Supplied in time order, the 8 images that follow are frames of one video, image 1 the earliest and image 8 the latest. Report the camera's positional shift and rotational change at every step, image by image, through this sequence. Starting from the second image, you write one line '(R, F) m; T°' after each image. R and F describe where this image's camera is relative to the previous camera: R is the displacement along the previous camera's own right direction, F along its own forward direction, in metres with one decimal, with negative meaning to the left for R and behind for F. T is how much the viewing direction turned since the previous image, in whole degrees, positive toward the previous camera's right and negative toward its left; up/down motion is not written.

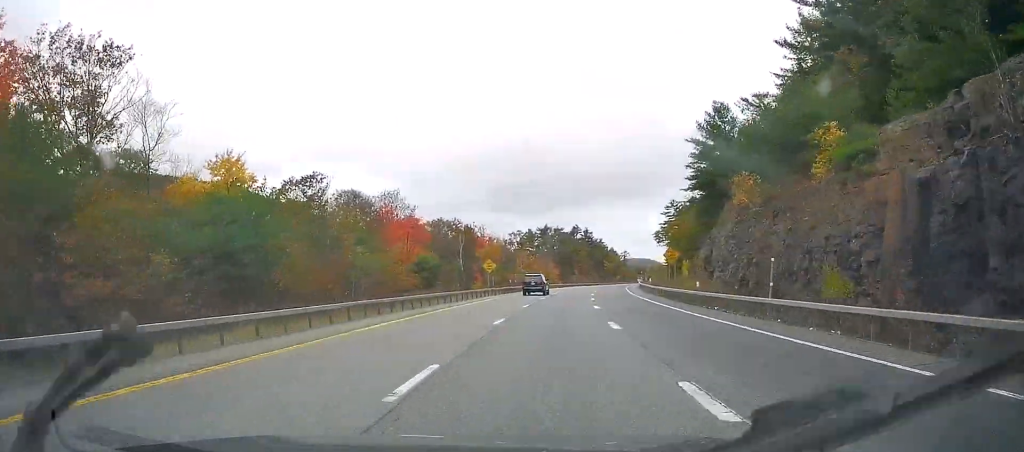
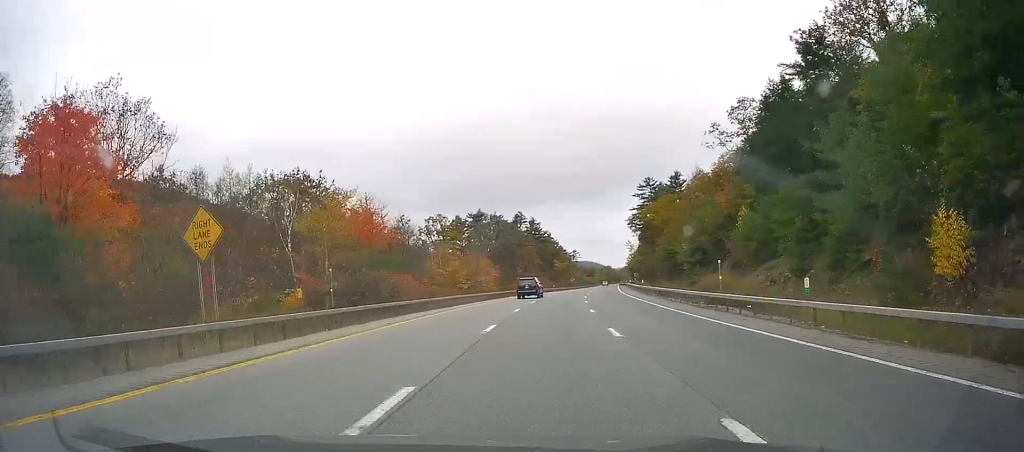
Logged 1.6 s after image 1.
(+3.1, +50.5) m; +7°
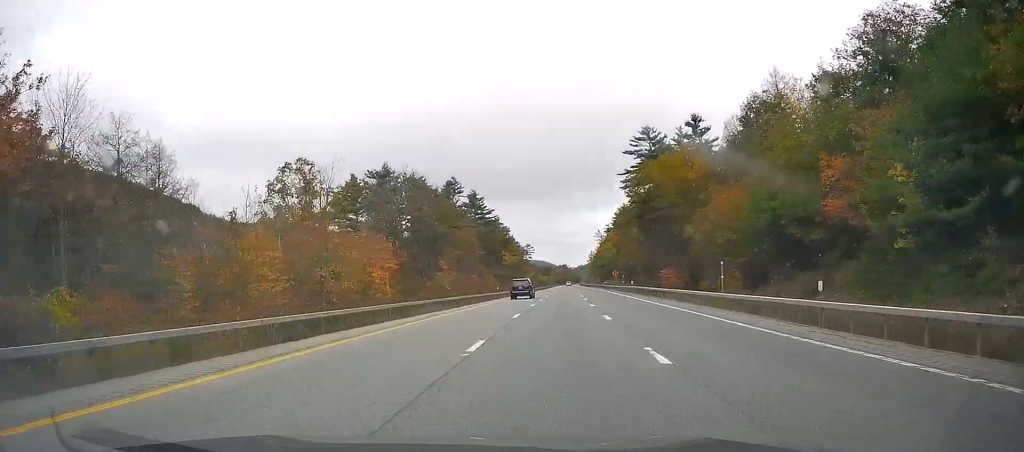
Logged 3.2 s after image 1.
(+3.0, +53.3) m; +7°
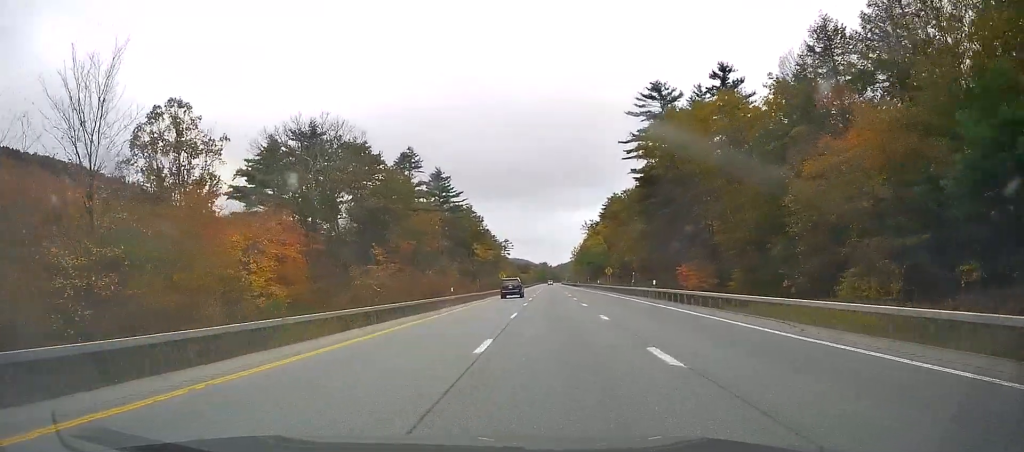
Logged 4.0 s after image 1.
(+0.9, +23.8) m; +2°
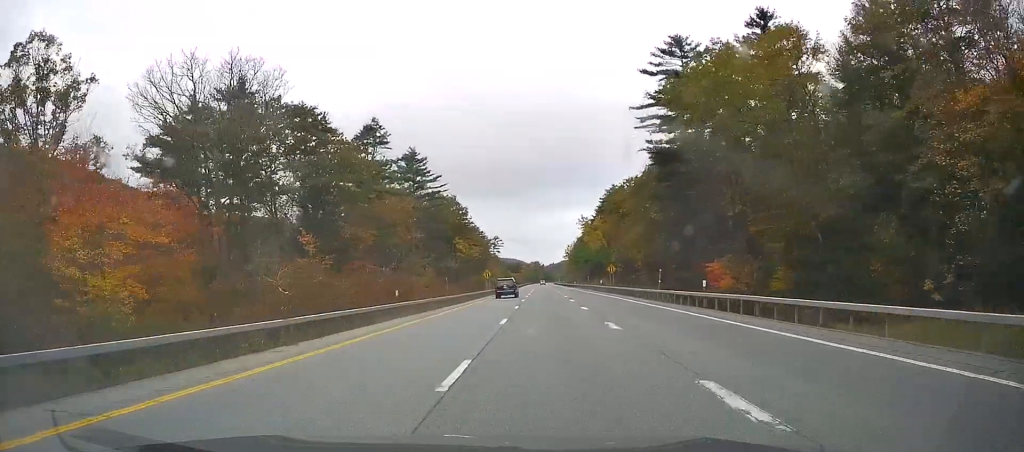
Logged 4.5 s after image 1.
(+0.2, +16.3) m; +1°
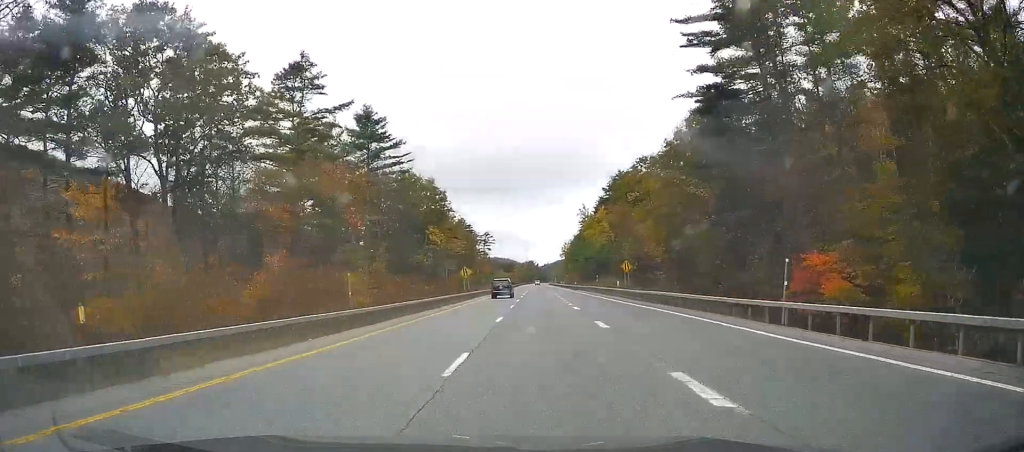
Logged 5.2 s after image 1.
(+0.2, +22.8) m; +1°
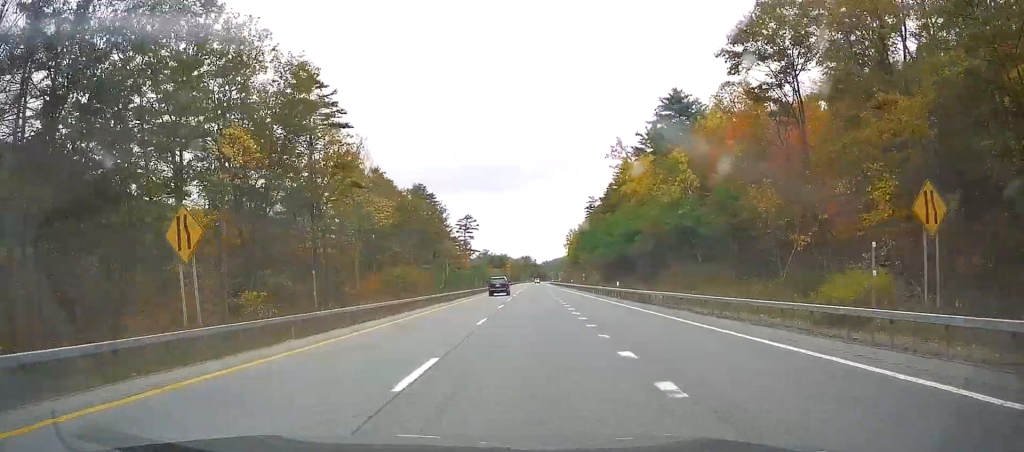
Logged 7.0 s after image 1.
(+1.5, +62.3) m; +1°
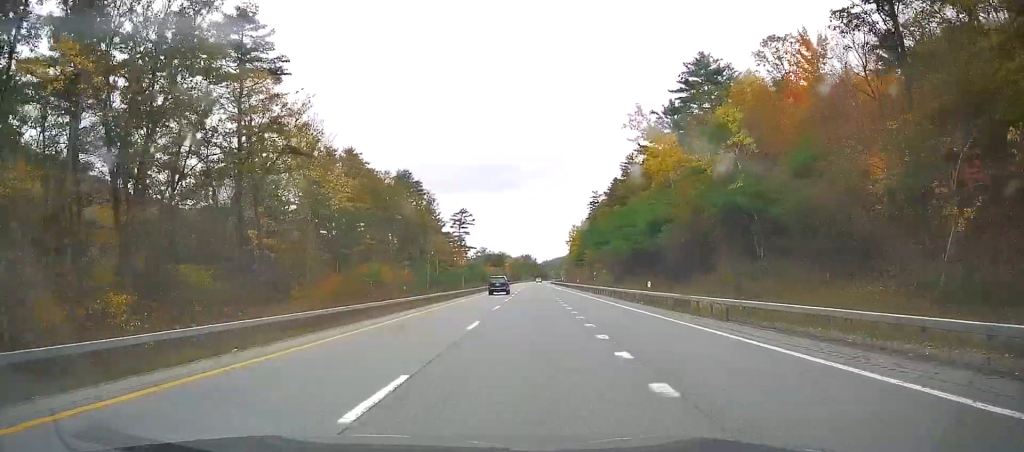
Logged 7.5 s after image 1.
(0.0, +14.5) m; 0°
